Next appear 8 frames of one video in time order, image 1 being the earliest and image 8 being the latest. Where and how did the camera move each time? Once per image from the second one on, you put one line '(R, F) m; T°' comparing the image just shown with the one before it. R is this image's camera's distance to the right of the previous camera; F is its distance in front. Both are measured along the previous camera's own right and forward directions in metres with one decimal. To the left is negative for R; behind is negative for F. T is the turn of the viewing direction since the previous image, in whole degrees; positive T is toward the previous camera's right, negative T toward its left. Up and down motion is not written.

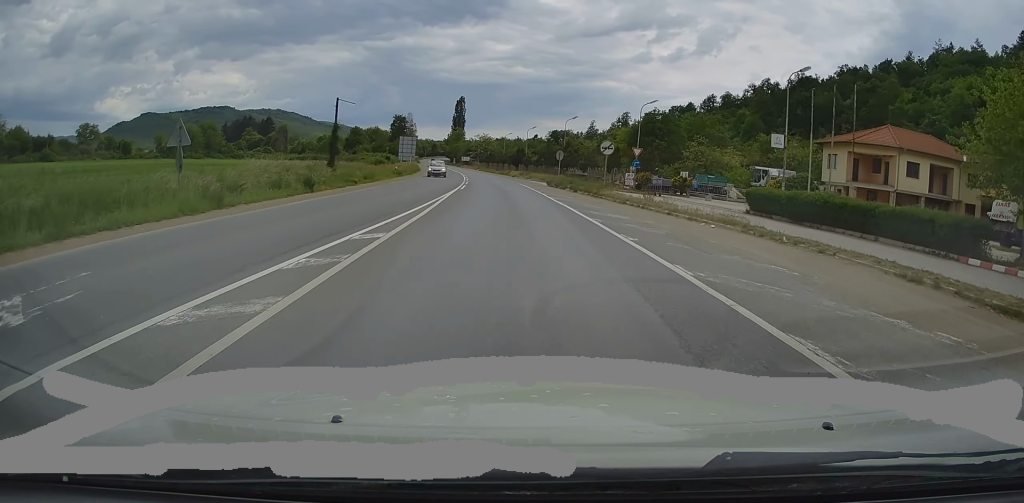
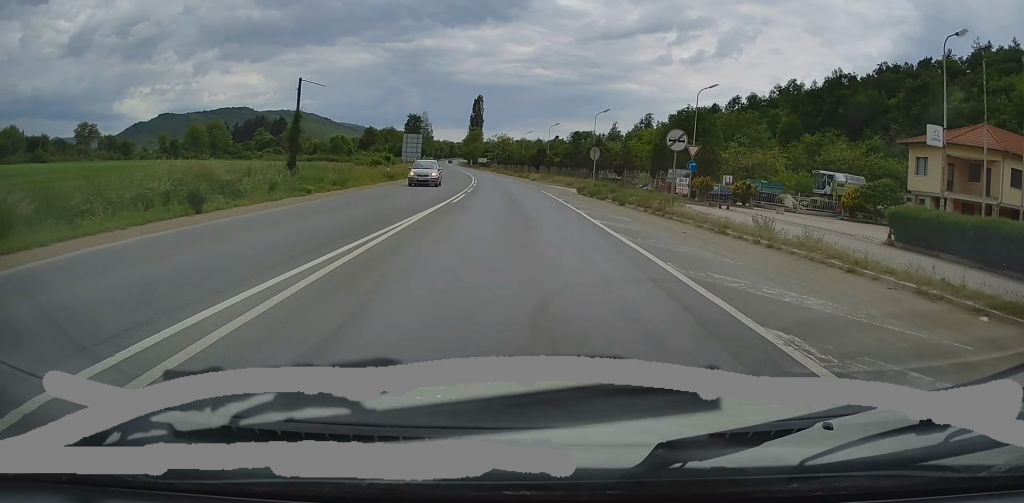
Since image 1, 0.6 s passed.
(-0.3, +11.4) m; -1°
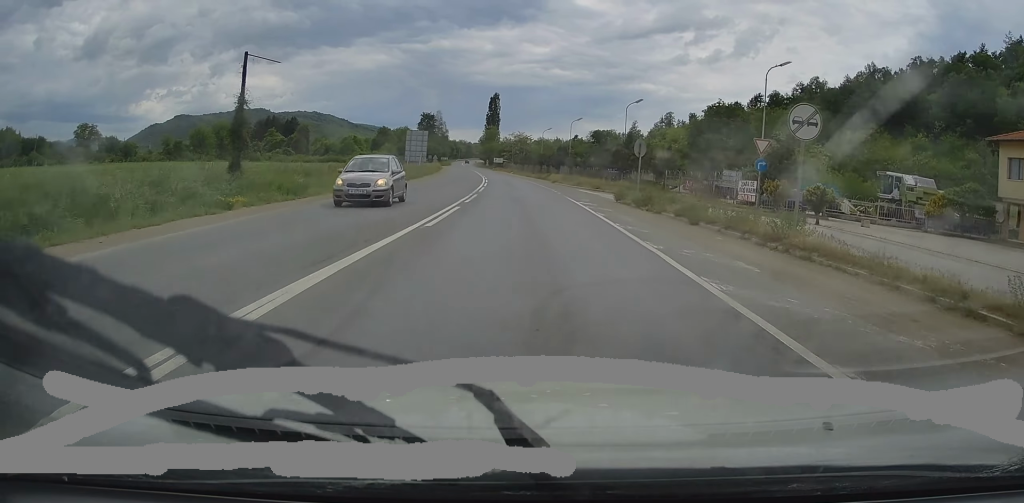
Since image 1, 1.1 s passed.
(-0.1, +9.0) m; -1°
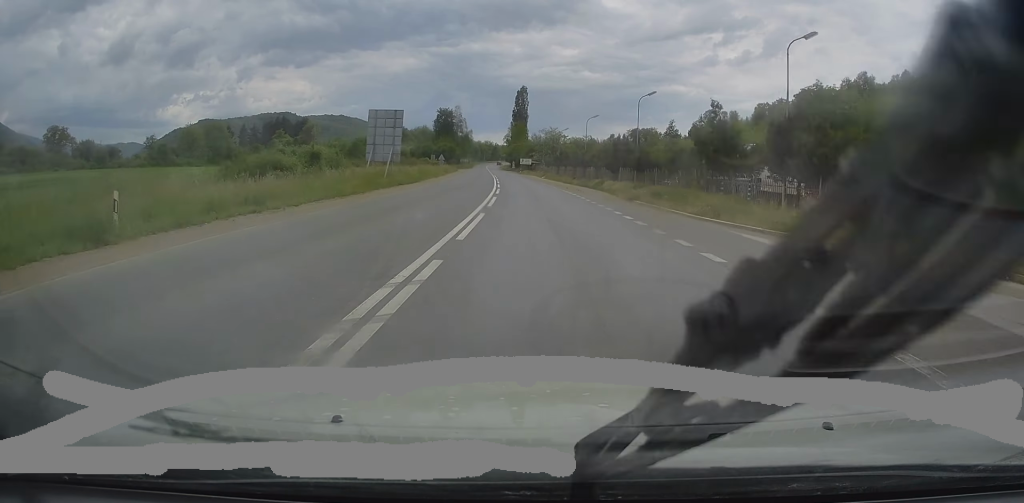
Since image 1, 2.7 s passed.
(-1.1, +28.3) m; -4°
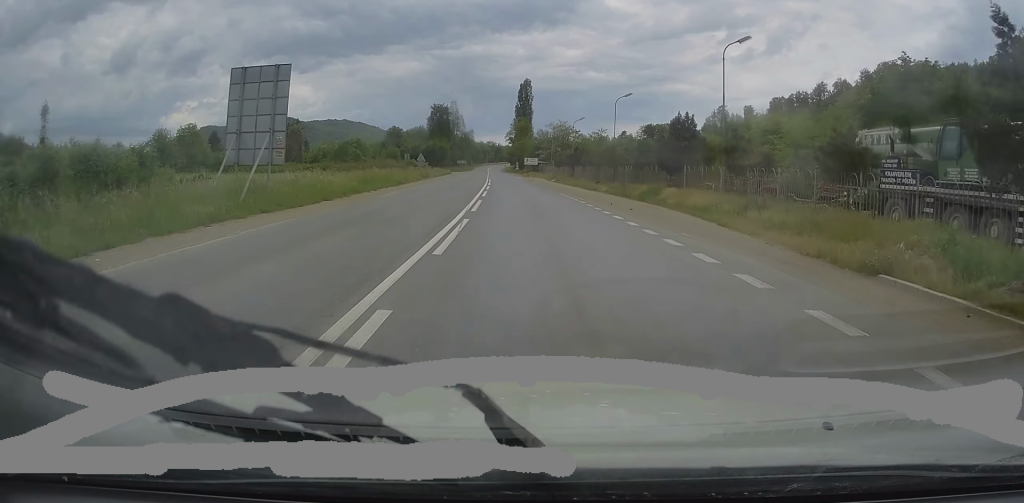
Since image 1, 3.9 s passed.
(+0.1, +20.3) m; +1°
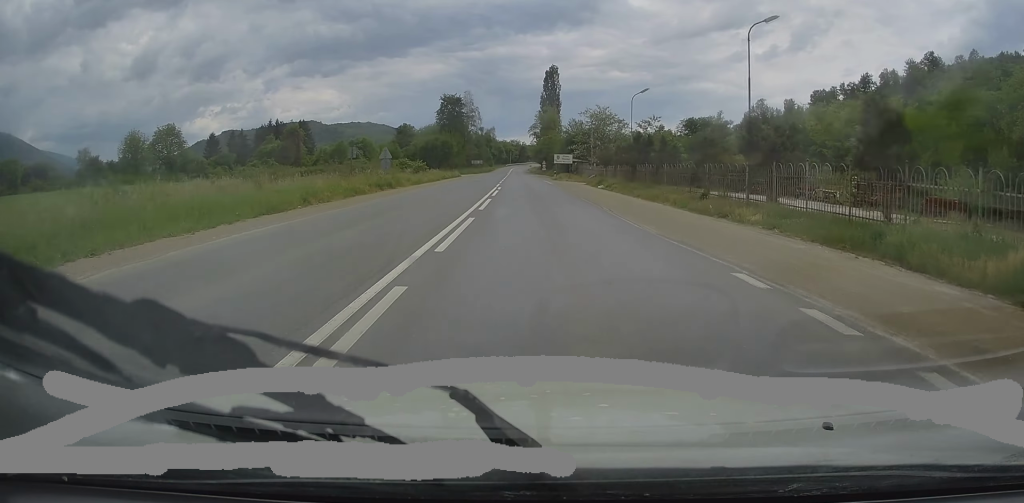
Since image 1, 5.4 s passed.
(-0.3, +26.6) m; -3°
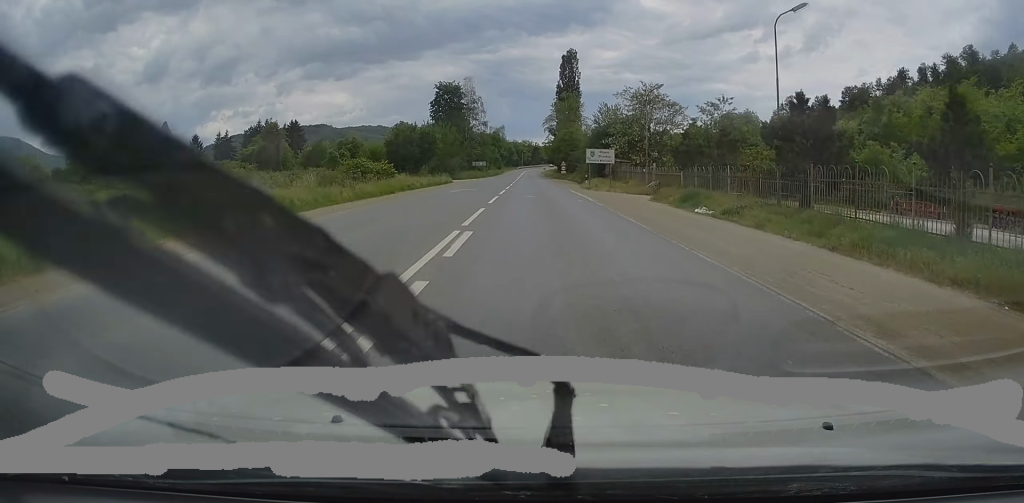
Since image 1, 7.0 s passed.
(-1.0, +26.0) m; -2°
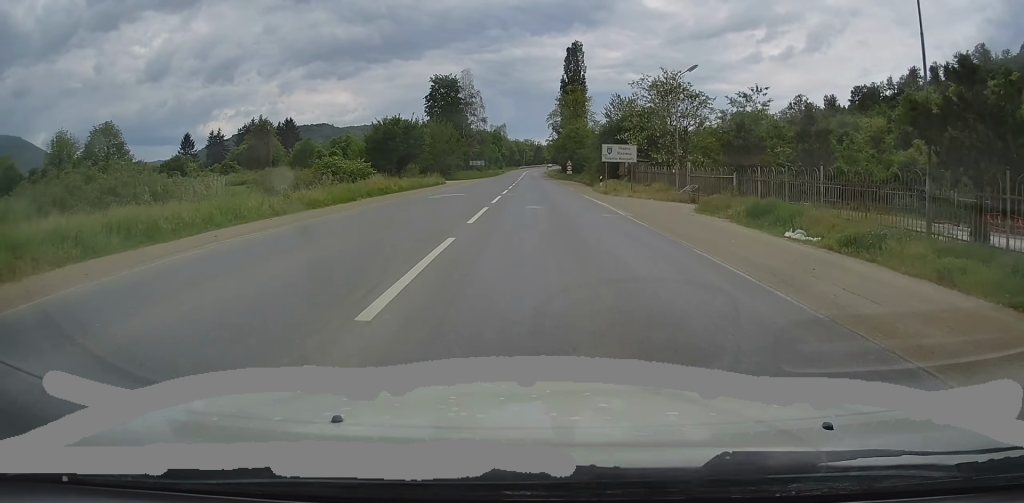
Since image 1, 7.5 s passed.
(+0.2, +8.5) m; +1°
